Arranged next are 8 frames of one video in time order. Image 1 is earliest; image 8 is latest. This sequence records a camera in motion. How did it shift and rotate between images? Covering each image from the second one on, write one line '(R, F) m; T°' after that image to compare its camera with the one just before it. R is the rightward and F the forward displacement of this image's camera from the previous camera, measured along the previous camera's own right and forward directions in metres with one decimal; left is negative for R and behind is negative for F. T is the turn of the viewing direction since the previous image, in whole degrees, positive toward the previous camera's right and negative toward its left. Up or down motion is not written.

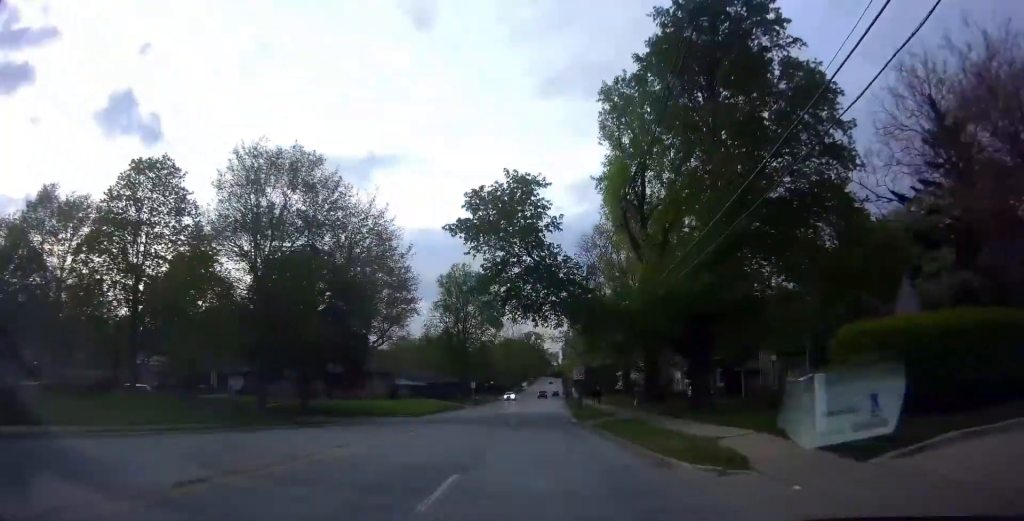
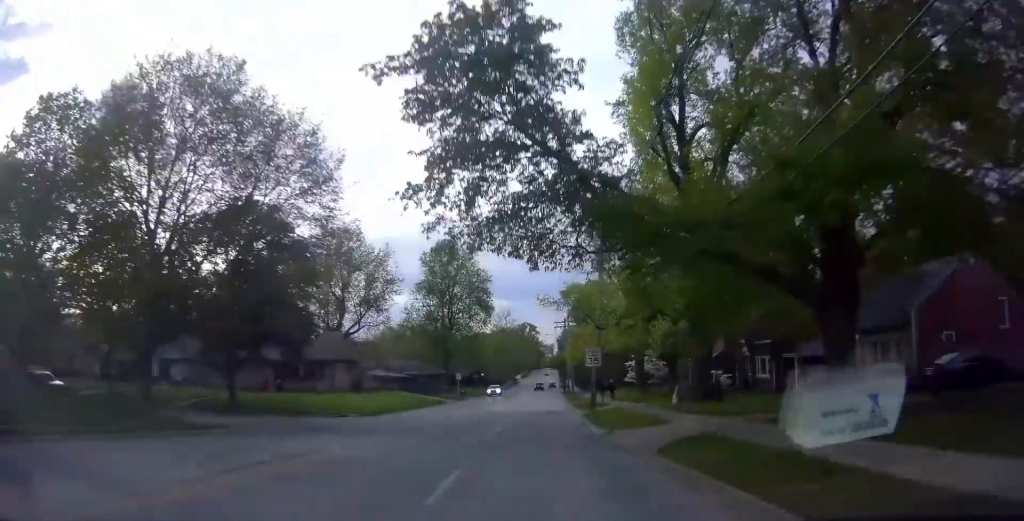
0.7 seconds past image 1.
(+0.4, +11.4) m; +1°
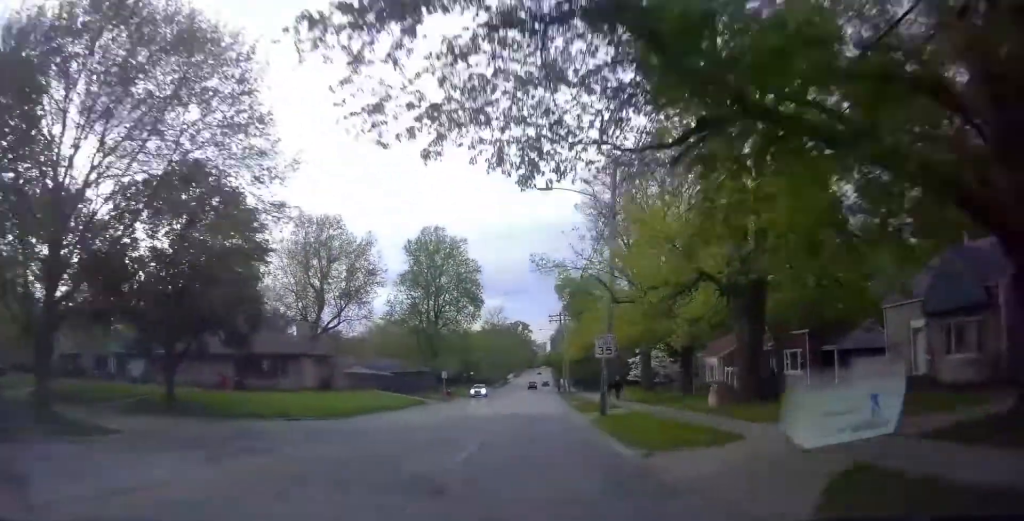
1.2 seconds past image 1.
(-0.1, +6.8) m; -1°
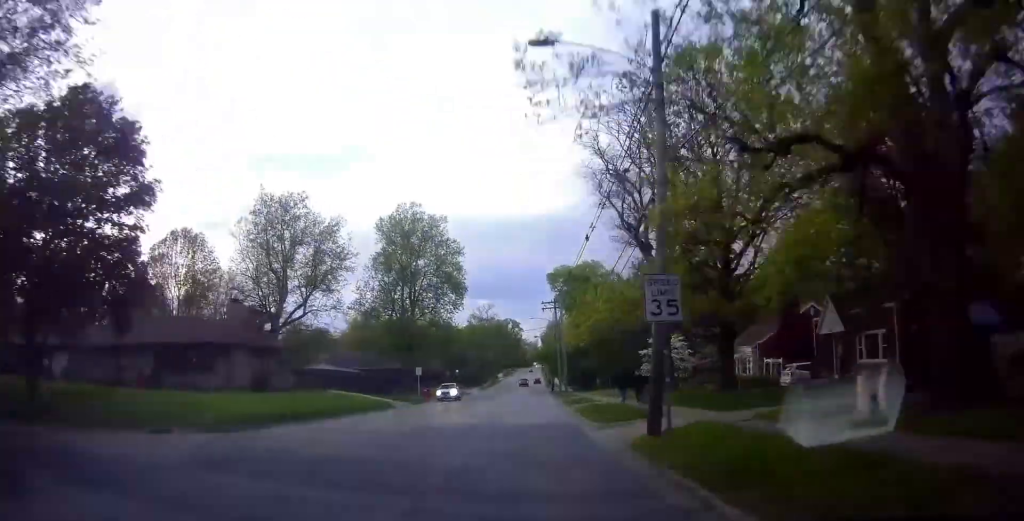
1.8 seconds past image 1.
(-0.2, +10.5) m; -1°
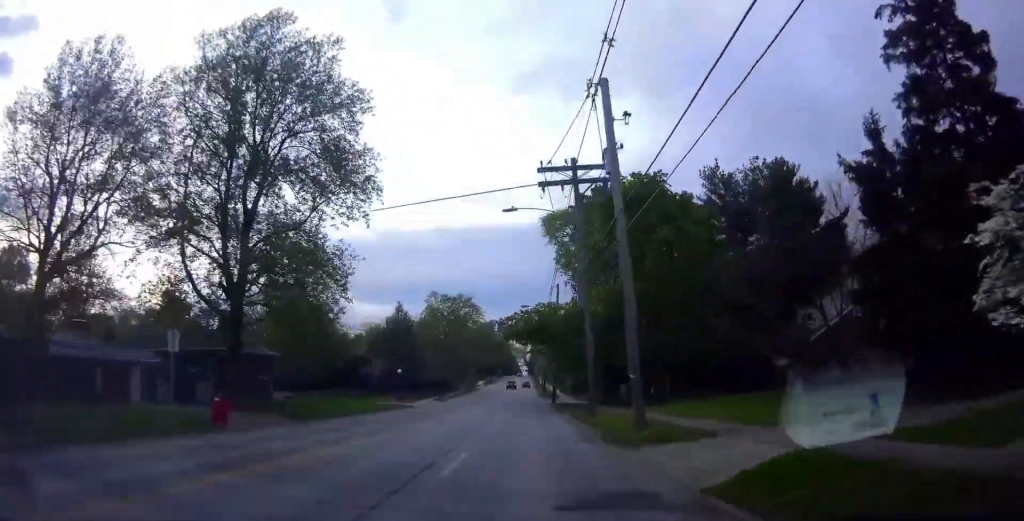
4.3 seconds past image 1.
(+1.7, +41.3) m; +4°
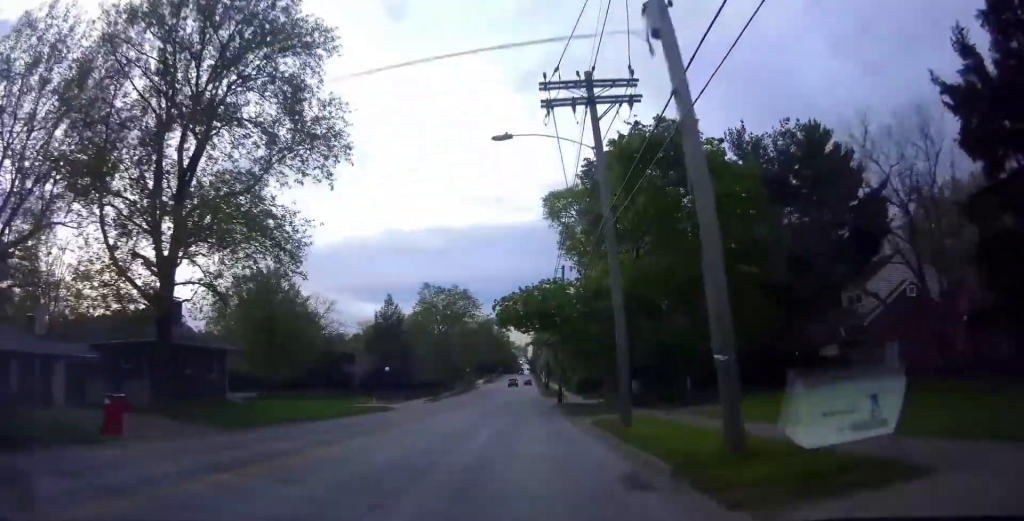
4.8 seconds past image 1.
(0.0, +7.4) m; 0°
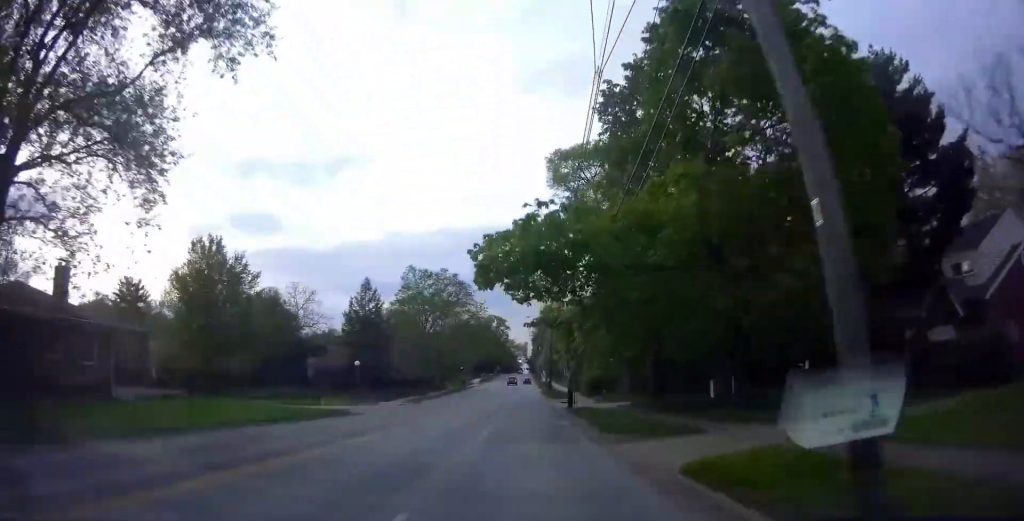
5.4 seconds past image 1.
(0.0, +10.8) m; 0°
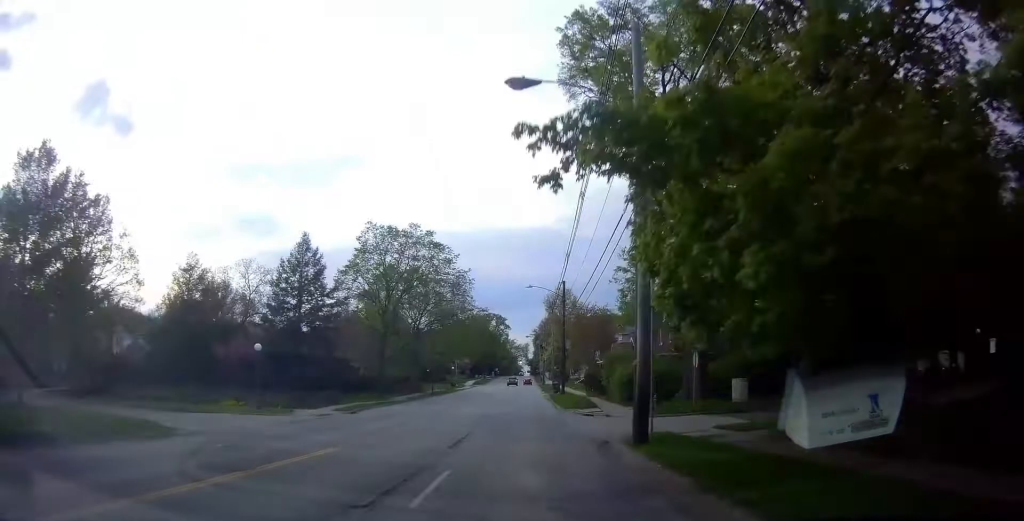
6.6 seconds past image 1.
(-0.1, +21.1) m; -3°
